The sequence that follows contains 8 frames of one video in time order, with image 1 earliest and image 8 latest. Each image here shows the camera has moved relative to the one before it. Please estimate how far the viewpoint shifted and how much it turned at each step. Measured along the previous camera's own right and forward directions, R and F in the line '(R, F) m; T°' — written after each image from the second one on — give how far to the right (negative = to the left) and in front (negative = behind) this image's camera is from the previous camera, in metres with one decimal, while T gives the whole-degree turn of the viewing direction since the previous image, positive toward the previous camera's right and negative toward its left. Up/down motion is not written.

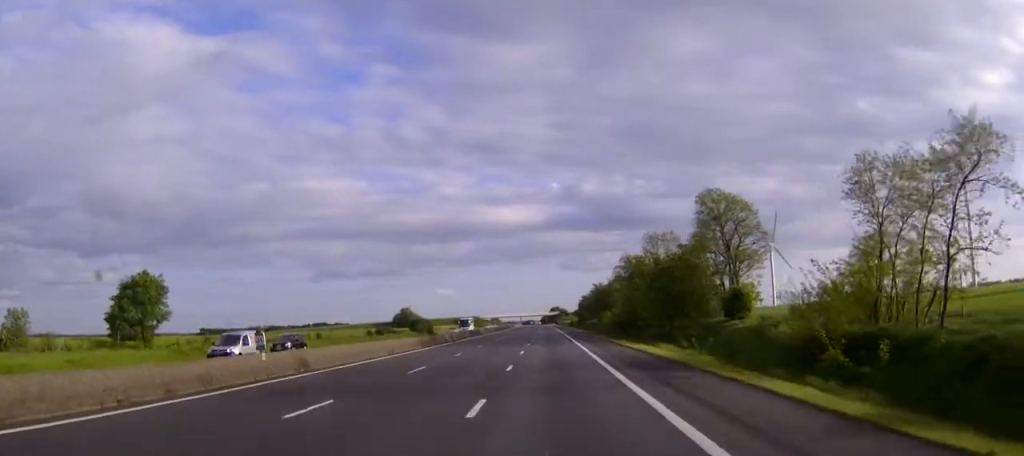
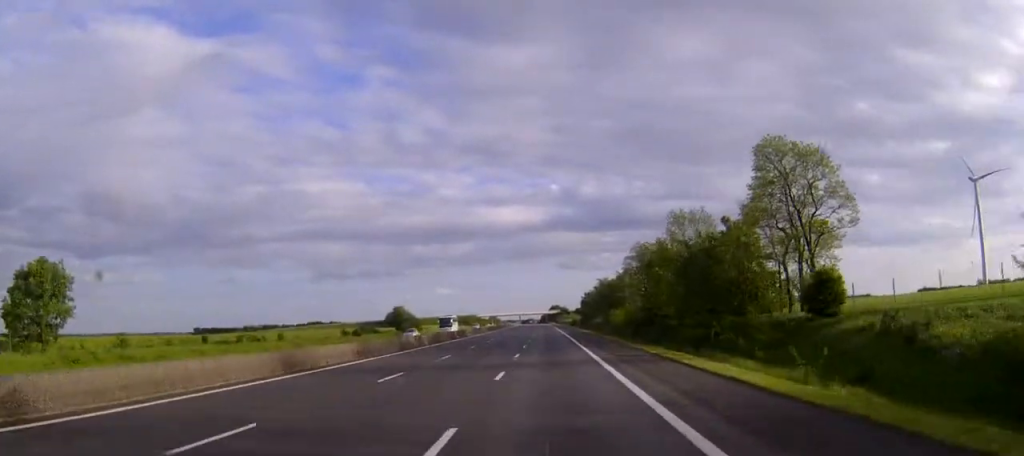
(0.0, +17.8) m; 0°
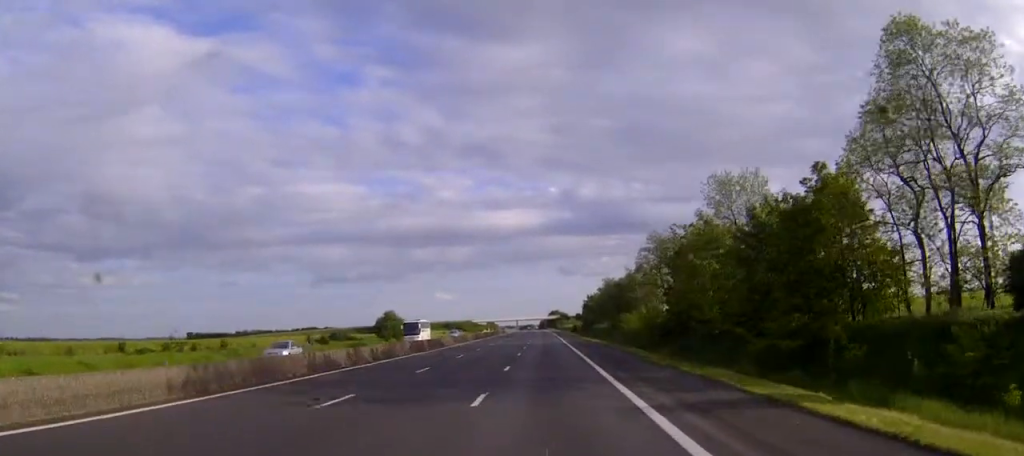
(0.0, +18.7) m; 0°
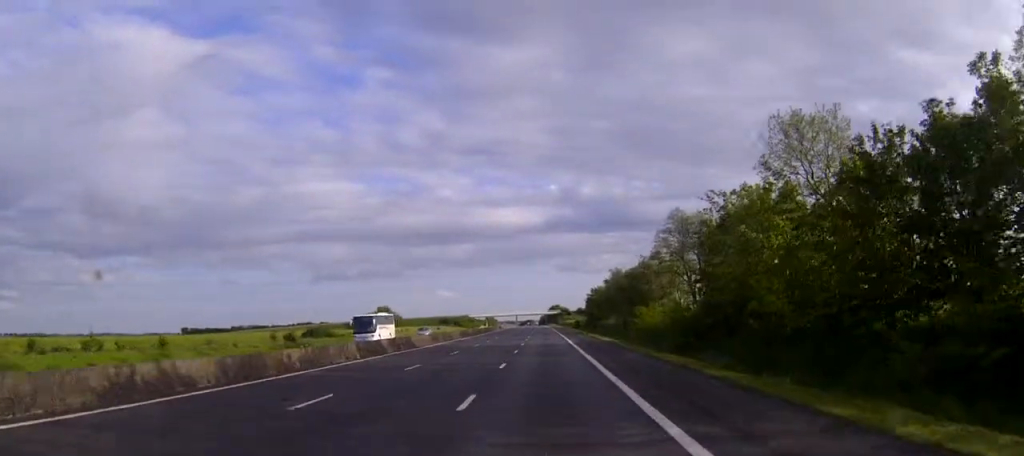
(0.0, +15.0) m; 0°
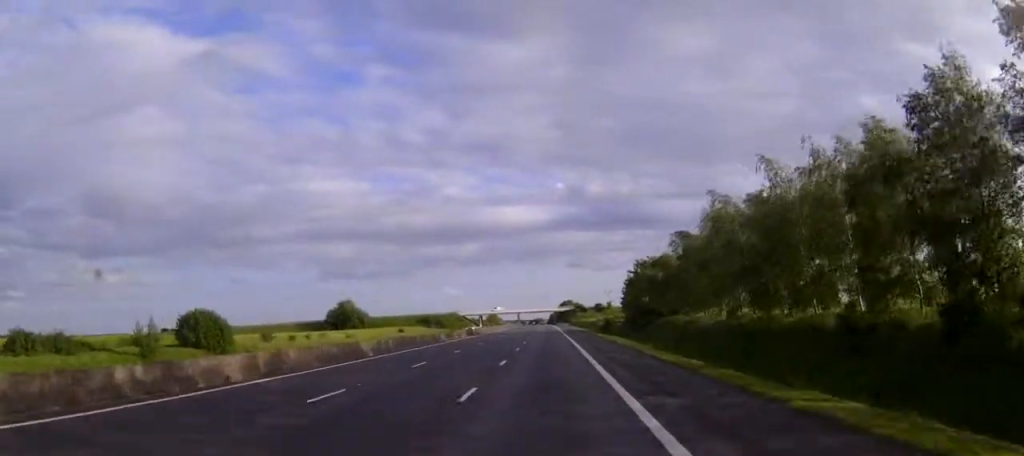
(-0.3, +76.6) m; -1°
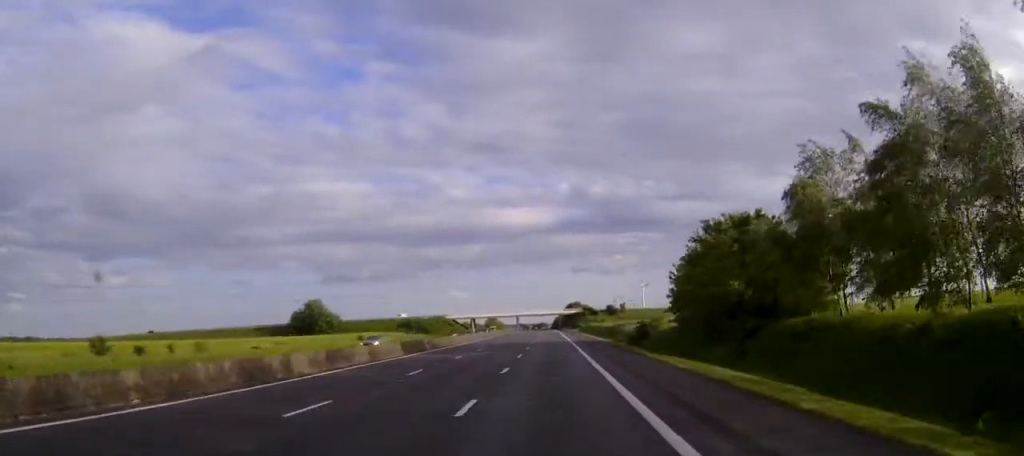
(-0.2, +41.1) m; 0°
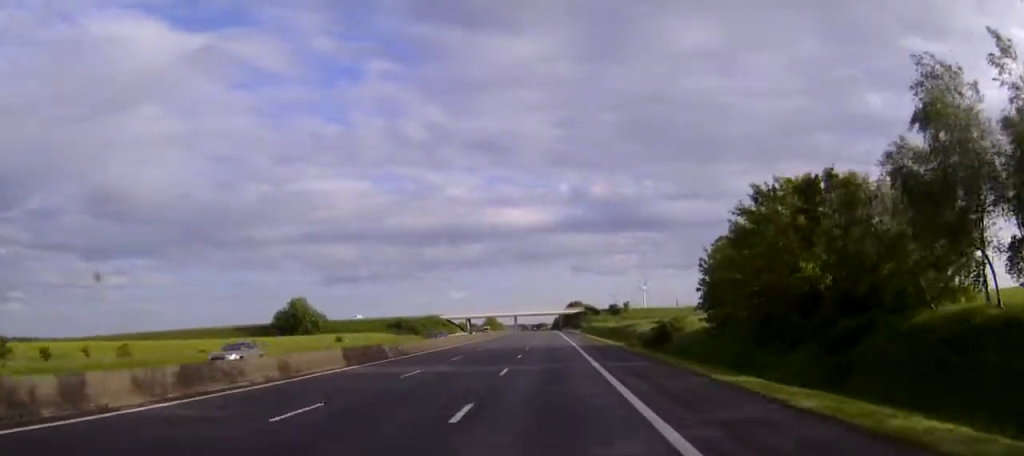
(0.0, +14.0) m; 0°
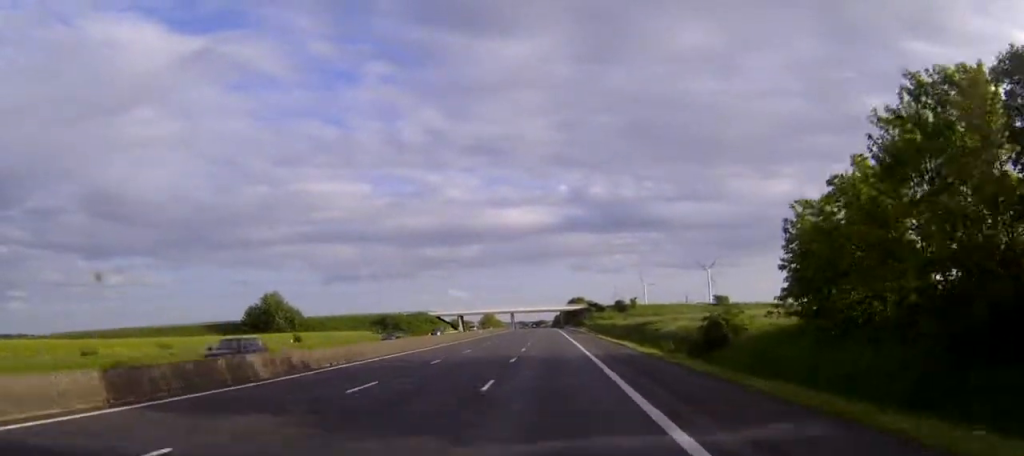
(0.0, +20.5) m; 0°
